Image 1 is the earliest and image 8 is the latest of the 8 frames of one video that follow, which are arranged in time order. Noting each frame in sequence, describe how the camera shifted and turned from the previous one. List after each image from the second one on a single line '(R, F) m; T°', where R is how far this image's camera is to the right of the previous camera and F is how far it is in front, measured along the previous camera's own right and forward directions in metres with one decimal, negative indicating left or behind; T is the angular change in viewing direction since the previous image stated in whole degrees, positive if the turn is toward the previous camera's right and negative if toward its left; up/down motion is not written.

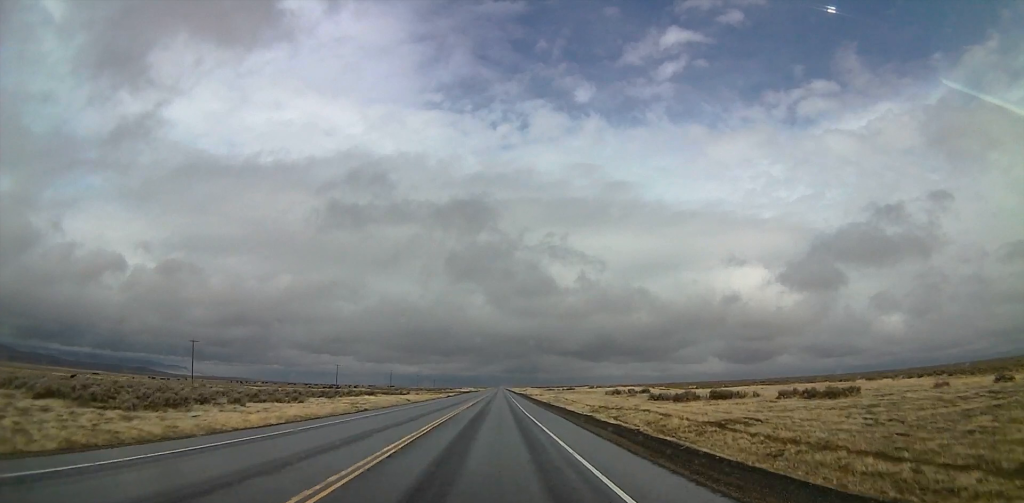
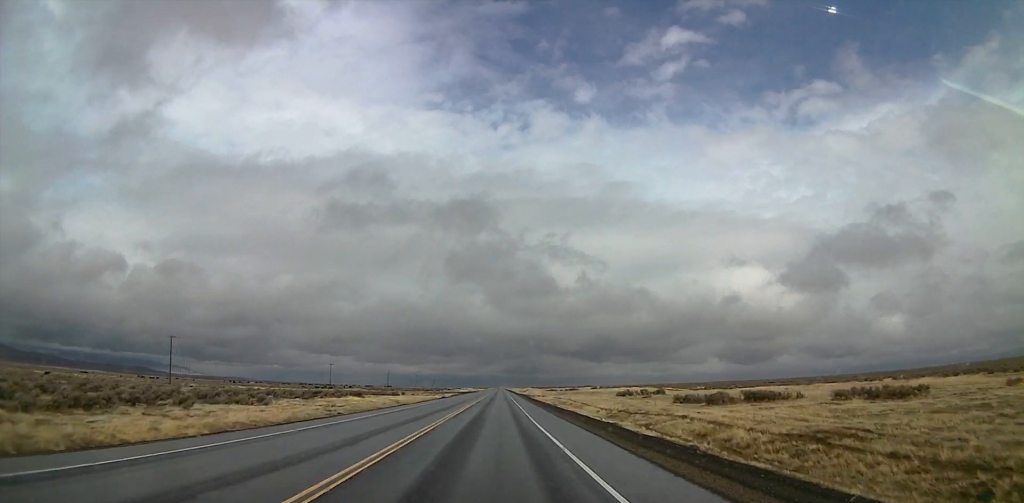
(0.0, +8.7) m; 0°
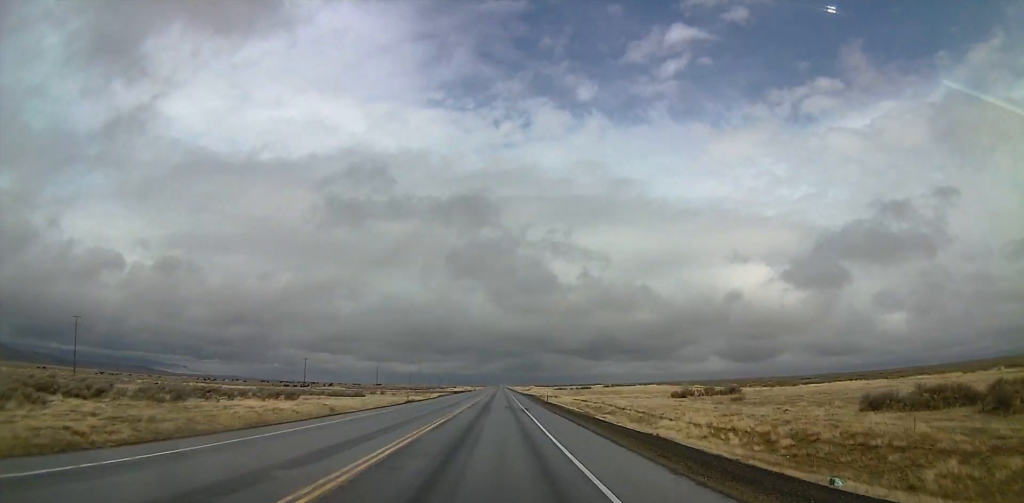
(0.0, +33.0) m; 0°
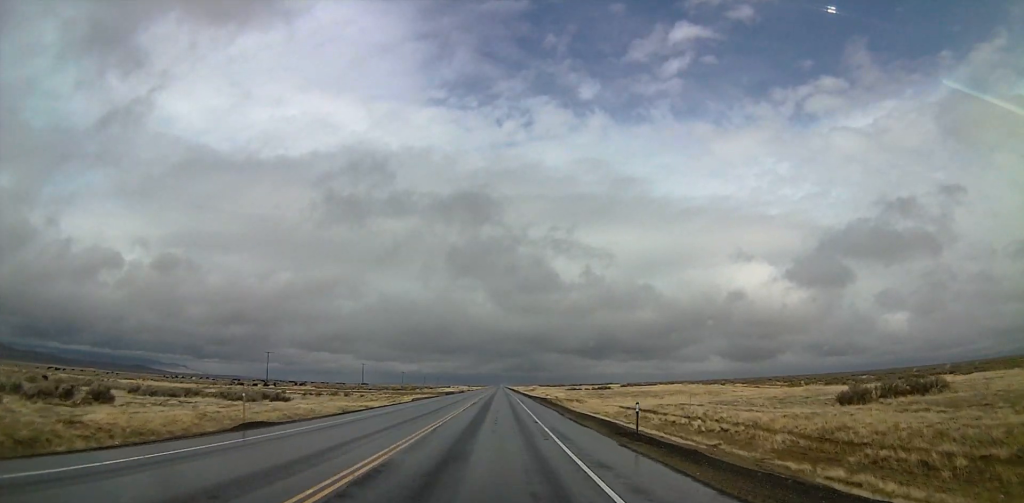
(0.0, +41.6) m; 0°
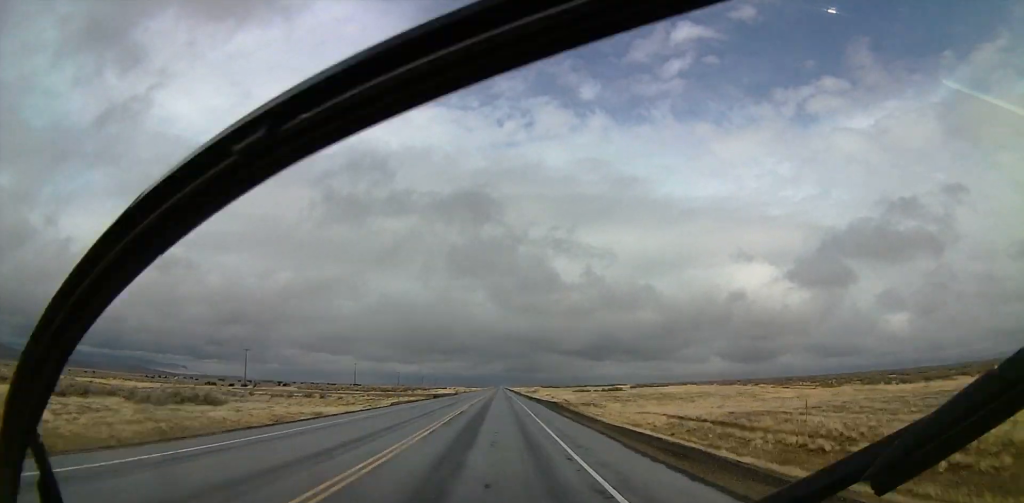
(0.0, +21.2) m; 0°
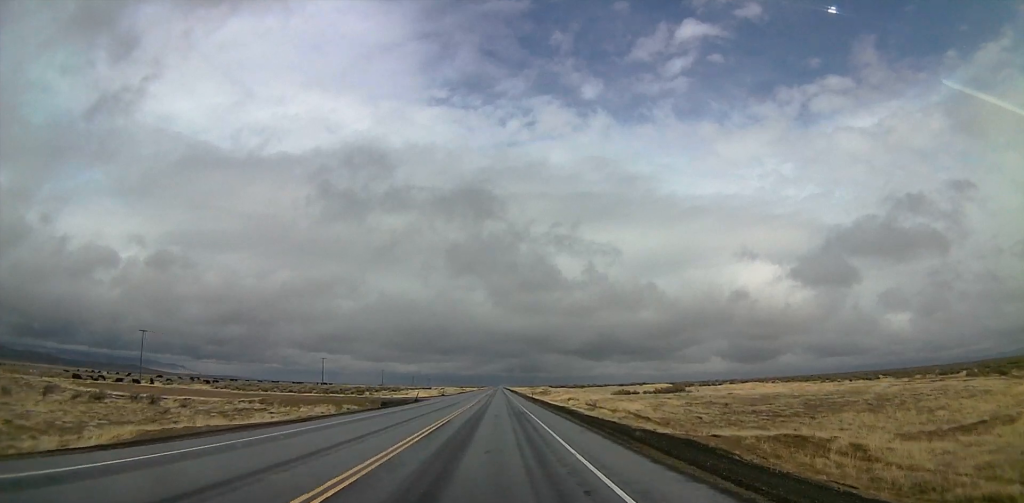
(+1.2, +63.3) m; +1°
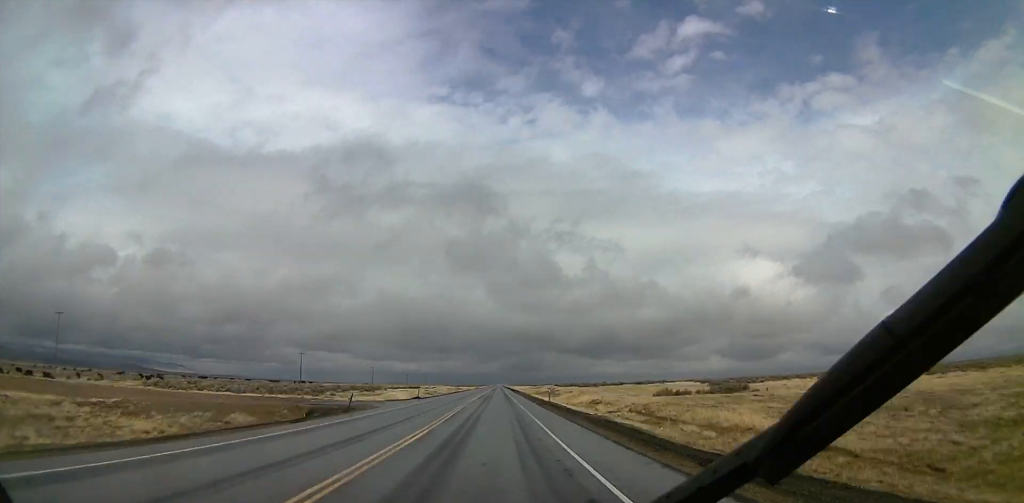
(-0.3, +29.0) m; -1°
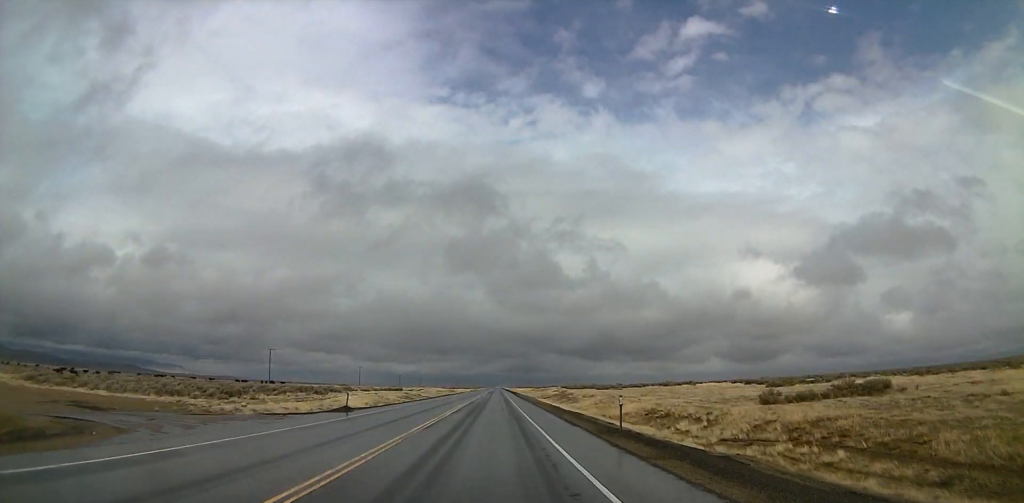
(-0.3, +28.8) m; -1°
